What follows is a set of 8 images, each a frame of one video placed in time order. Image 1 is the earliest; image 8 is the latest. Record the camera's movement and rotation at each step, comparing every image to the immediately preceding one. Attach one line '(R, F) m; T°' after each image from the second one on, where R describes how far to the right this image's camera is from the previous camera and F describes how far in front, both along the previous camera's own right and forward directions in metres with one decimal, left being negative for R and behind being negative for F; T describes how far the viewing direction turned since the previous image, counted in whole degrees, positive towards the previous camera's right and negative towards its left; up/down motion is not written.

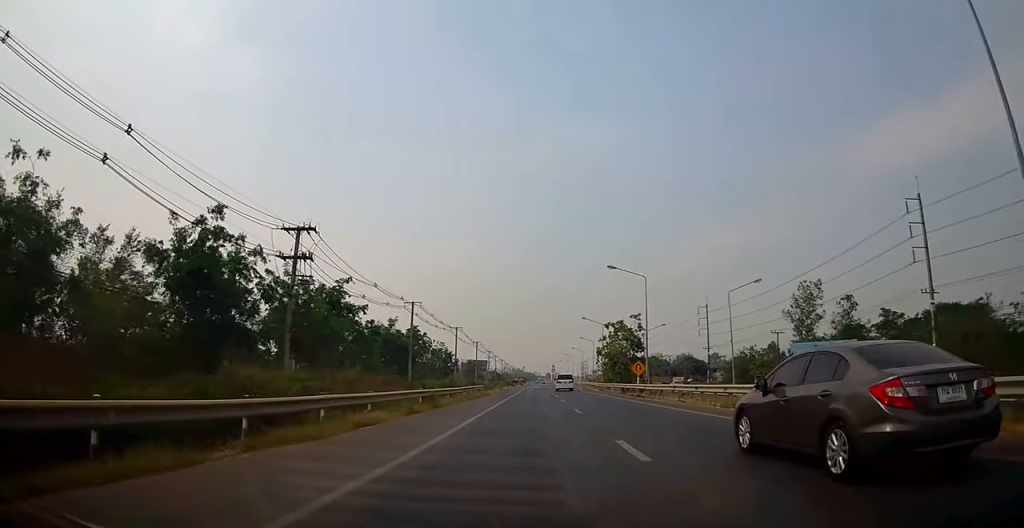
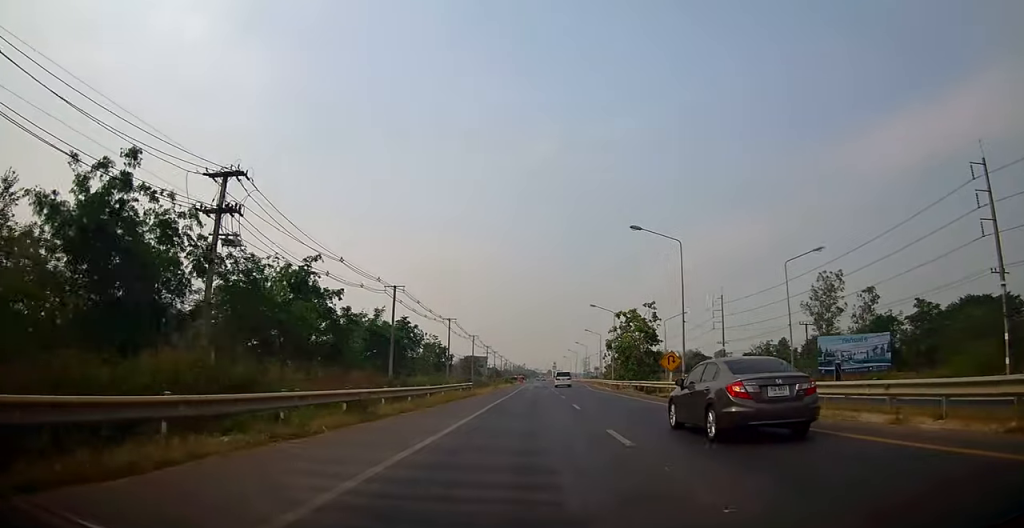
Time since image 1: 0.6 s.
(0.0, +10.5) m; 0°
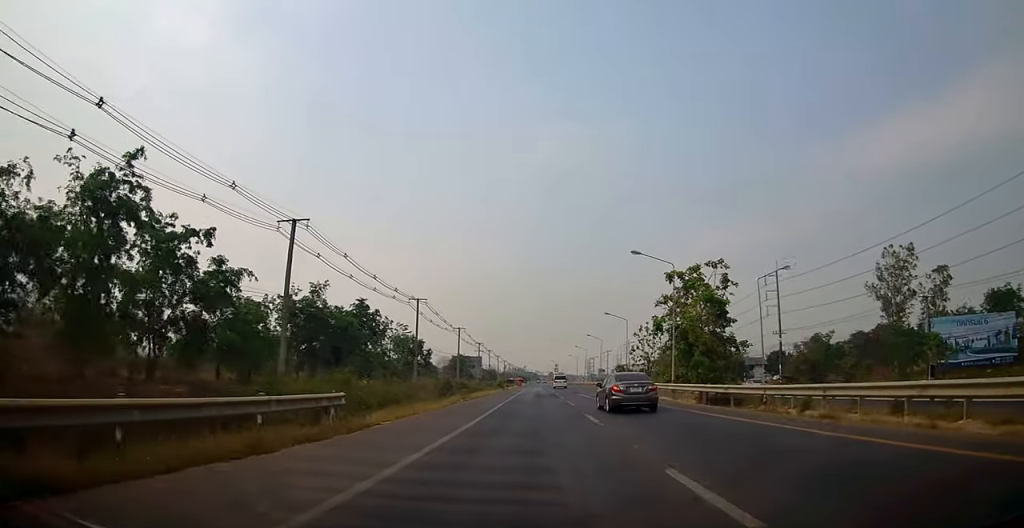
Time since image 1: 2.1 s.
(0.0, +29.1) m; 0°
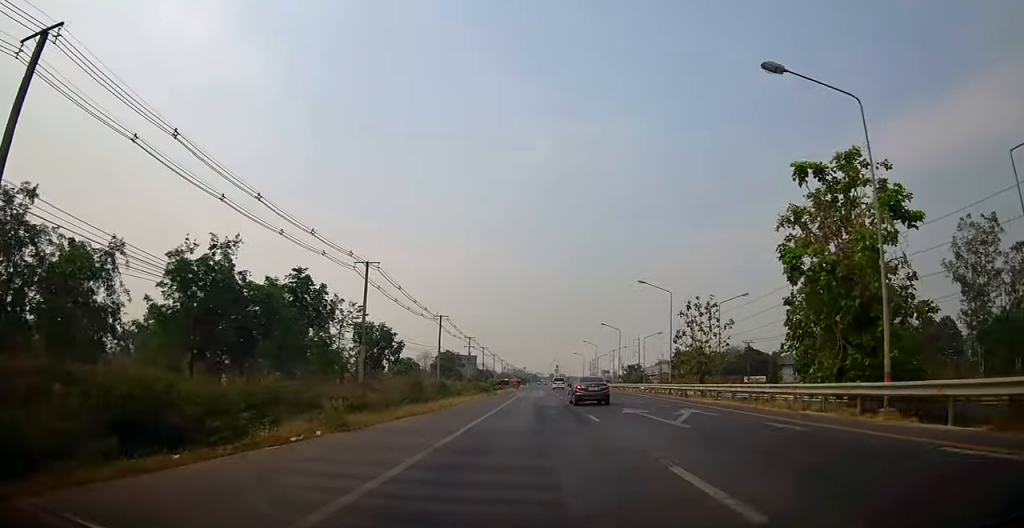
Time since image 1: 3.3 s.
(-0.5, +23.8) m; -1°
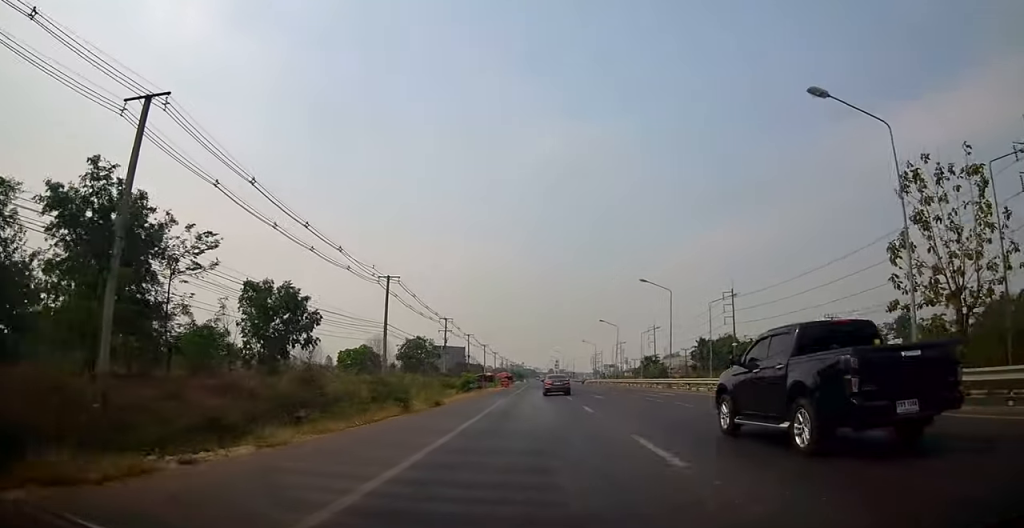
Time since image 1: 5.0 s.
(+1.4, +33.3) m; +4°
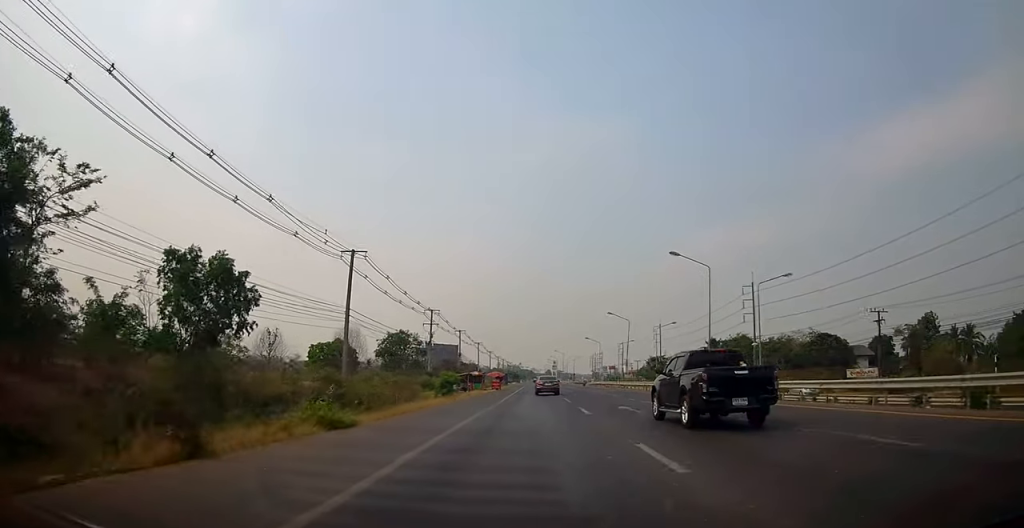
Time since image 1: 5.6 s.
(-0.4, +12.4) m; -1°
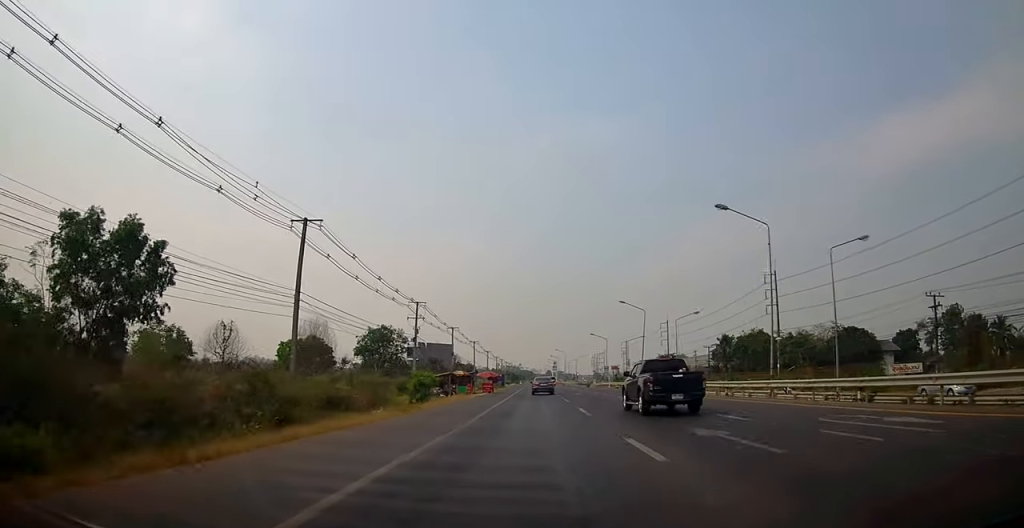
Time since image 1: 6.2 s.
(-0.1, +11.0) m; -1°
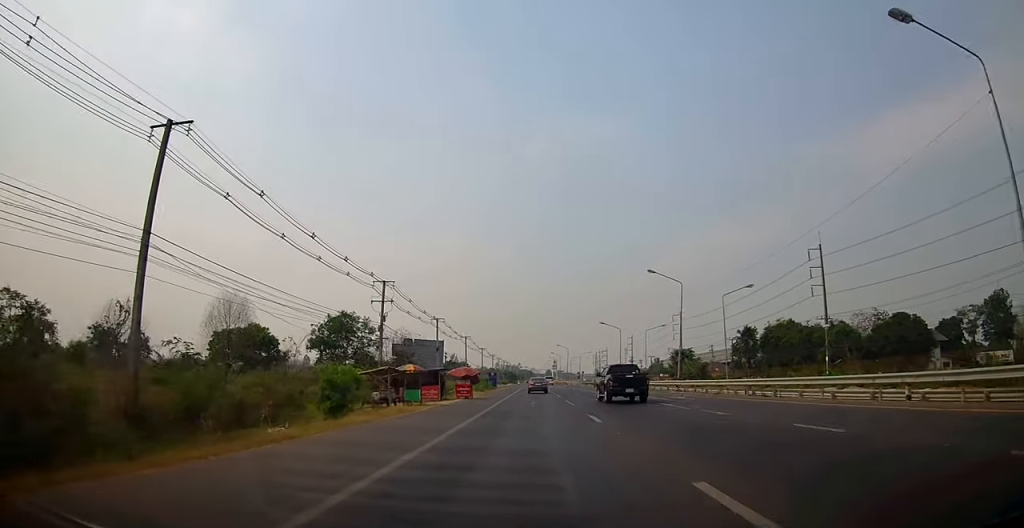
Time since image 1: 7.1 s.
(0.0, +17.1) m; 0°
